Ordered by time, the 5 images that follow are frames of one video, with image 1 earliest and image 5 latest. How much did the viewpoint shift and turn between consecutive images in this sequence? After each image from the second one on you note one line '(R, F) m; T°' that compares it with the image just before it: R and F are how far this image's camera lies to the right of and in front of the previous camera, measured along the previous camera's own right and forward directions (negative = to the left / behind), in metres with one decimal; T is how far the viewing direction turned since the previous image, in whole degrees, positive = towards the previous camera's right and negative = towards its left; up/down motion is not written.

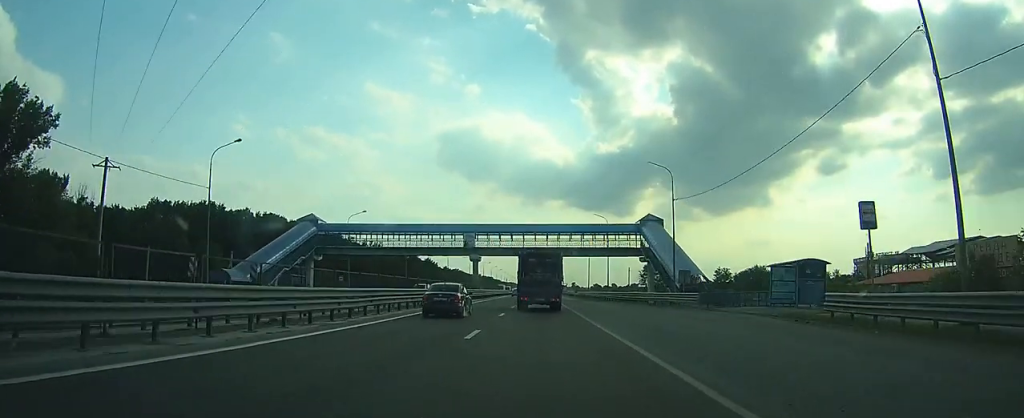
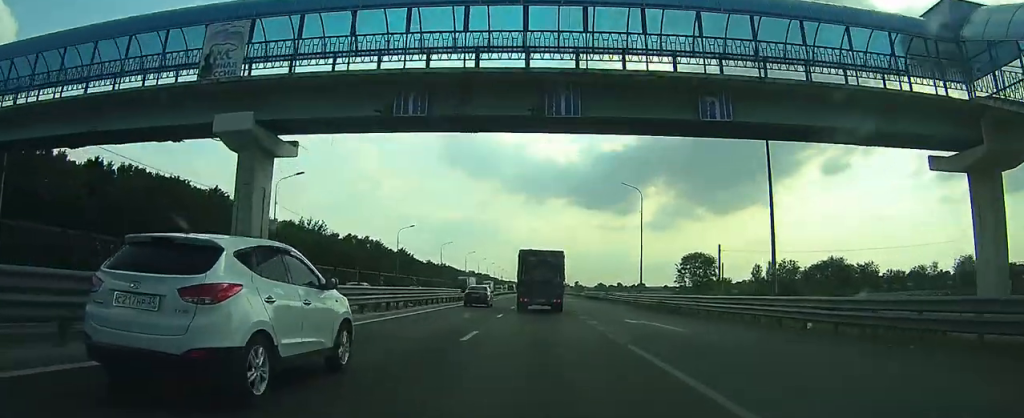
(+0.5, +58.5) m; 0°
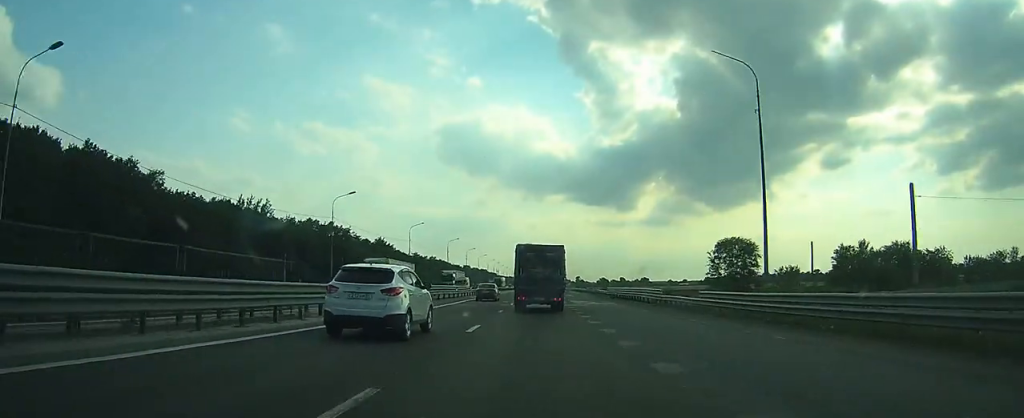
(-0.5, +32.7) m; -1°
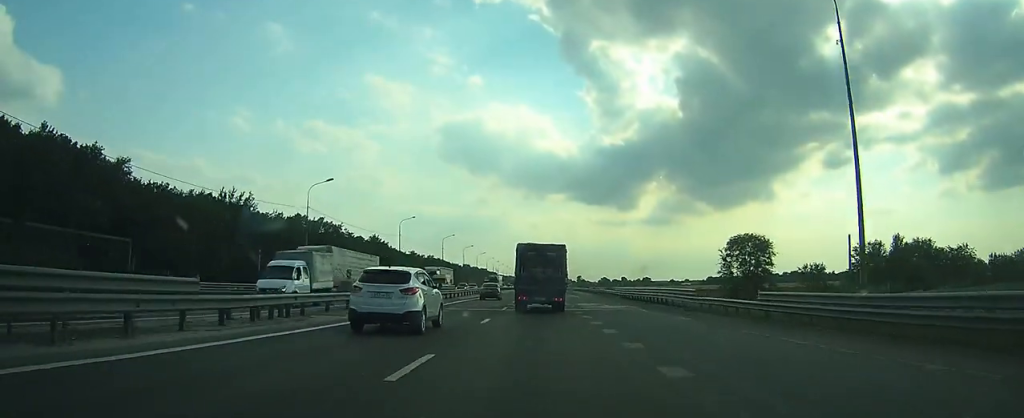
(0.0, +8.3) m; 0°
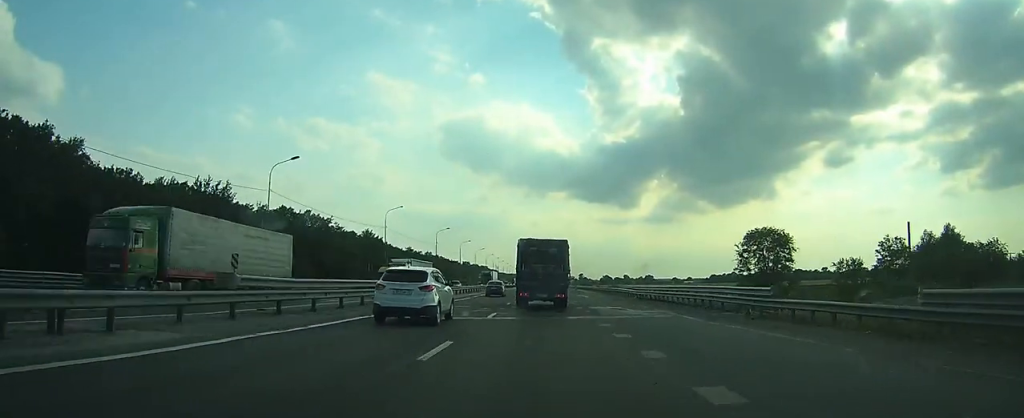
(0.0, +10.1) m; 0°
